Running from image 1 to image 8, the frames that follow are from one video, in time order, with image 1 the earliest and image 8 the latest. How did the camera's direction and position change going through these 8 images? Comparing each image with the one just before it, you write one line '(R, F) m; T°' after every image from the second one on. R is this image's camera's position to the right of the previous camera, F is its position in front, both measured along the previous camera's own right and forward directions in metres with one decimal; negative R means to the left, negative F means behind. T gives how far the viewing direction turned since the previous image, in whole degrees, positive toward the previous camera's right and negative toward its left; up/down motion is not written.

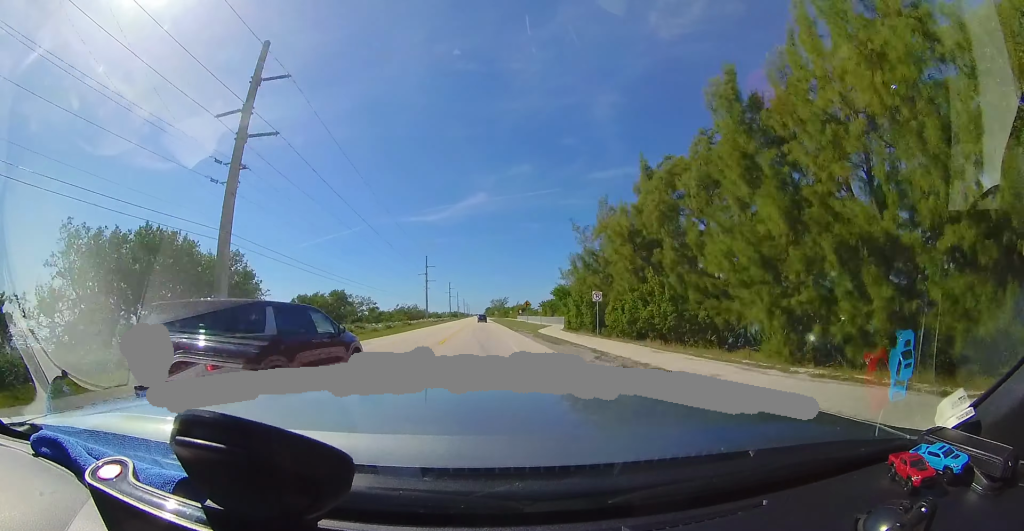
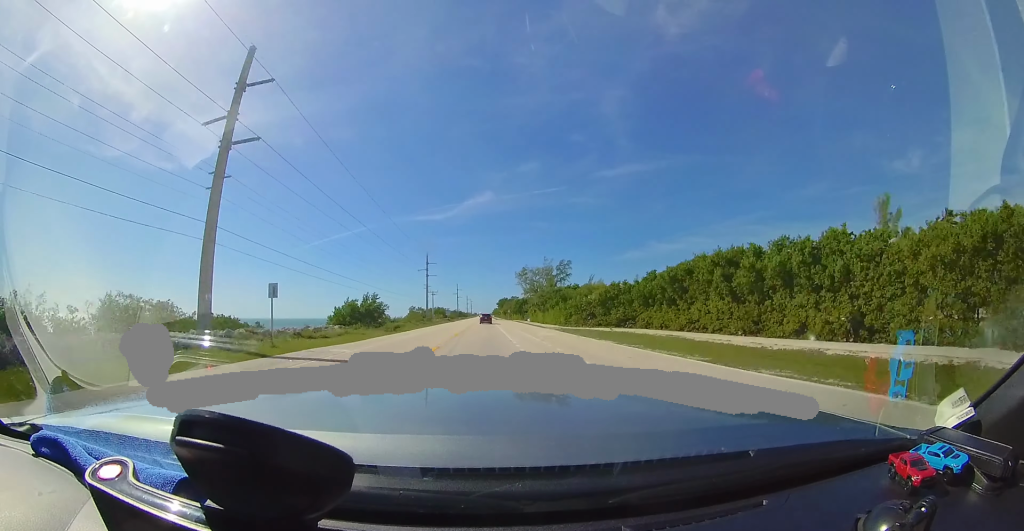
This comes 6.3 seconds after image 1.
(-1.7, +151.2) m; 0°
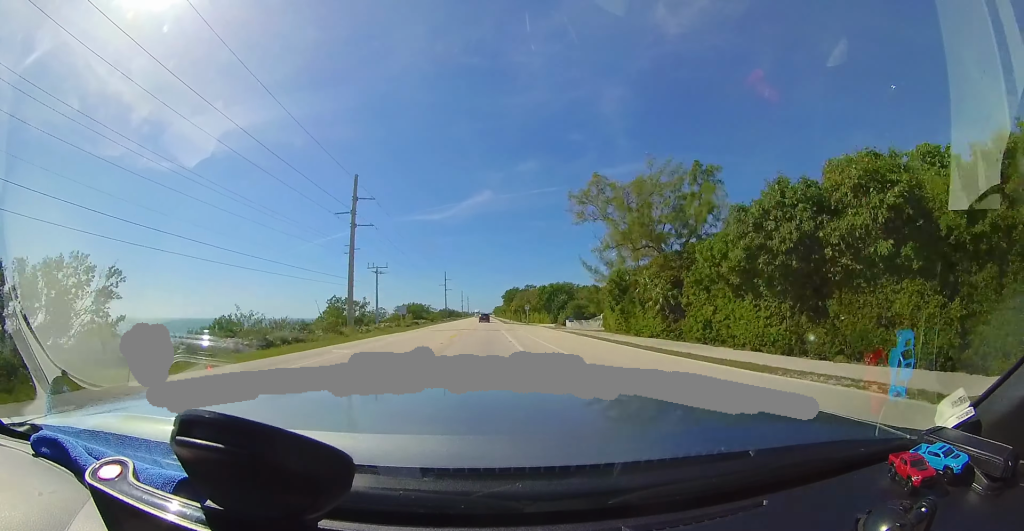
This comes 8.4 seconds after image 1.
(-0.1, +51.8) m; 0°
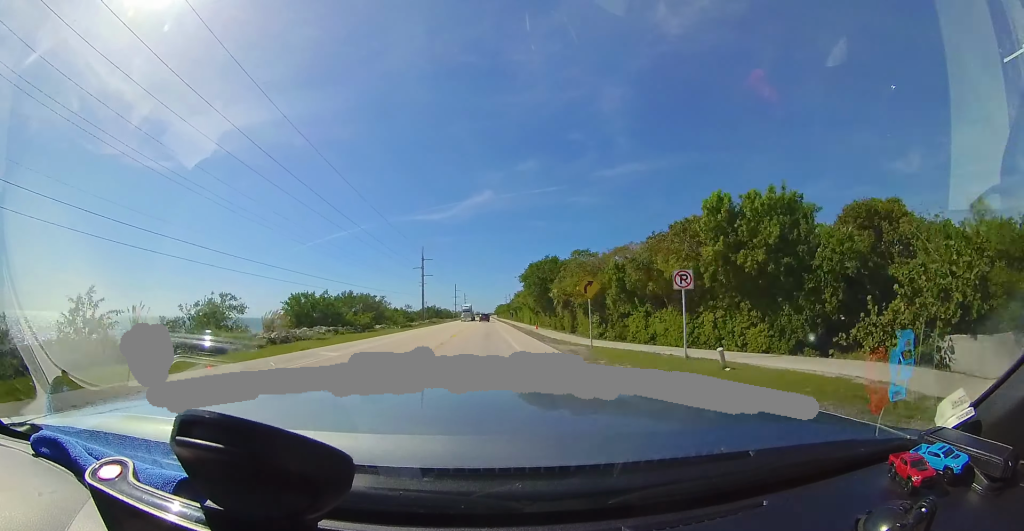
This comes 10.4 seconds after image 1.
(+0.3, +48.4) m; 0°
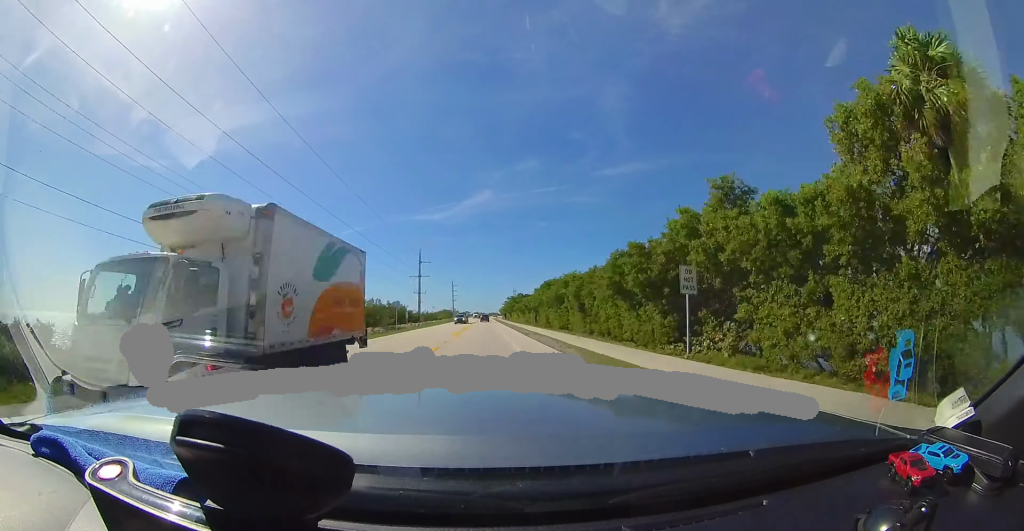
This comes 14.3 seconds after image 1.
(+0.2, +93.3) m; 0°
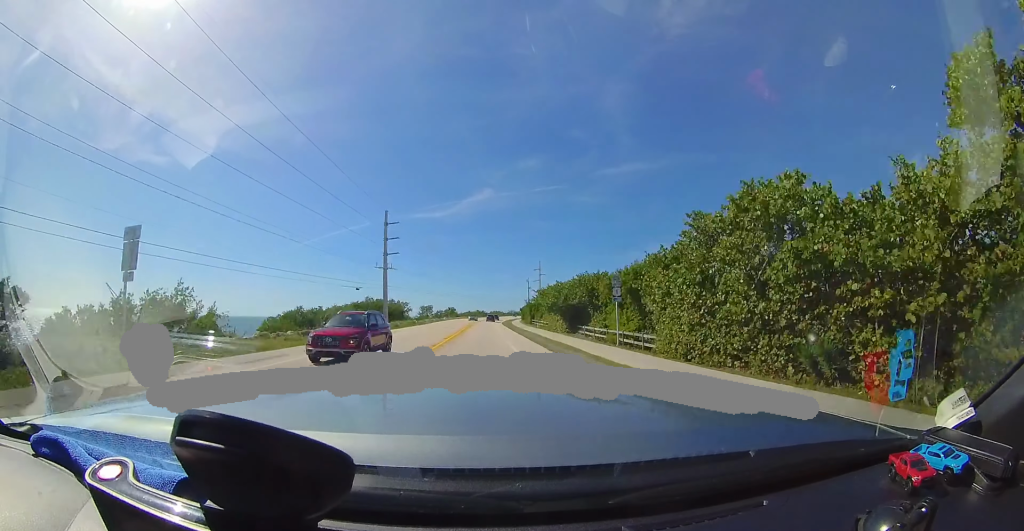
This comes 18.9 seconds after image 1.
(-0.2, +111.8) m; +2°
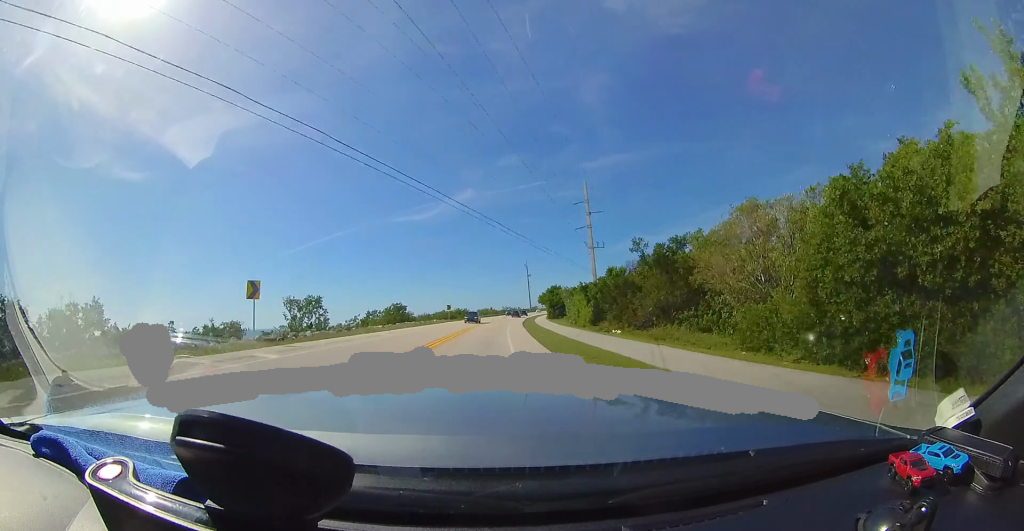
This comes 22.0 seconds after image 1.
(+1.7, +72.9) m; +5°
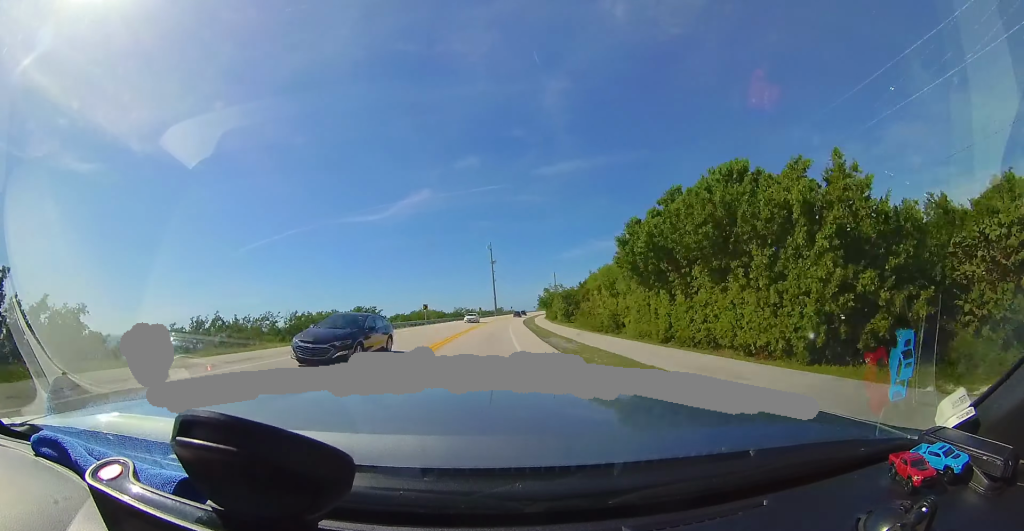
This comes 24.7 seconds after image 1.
(+1.1, +63.6) m; +6°
